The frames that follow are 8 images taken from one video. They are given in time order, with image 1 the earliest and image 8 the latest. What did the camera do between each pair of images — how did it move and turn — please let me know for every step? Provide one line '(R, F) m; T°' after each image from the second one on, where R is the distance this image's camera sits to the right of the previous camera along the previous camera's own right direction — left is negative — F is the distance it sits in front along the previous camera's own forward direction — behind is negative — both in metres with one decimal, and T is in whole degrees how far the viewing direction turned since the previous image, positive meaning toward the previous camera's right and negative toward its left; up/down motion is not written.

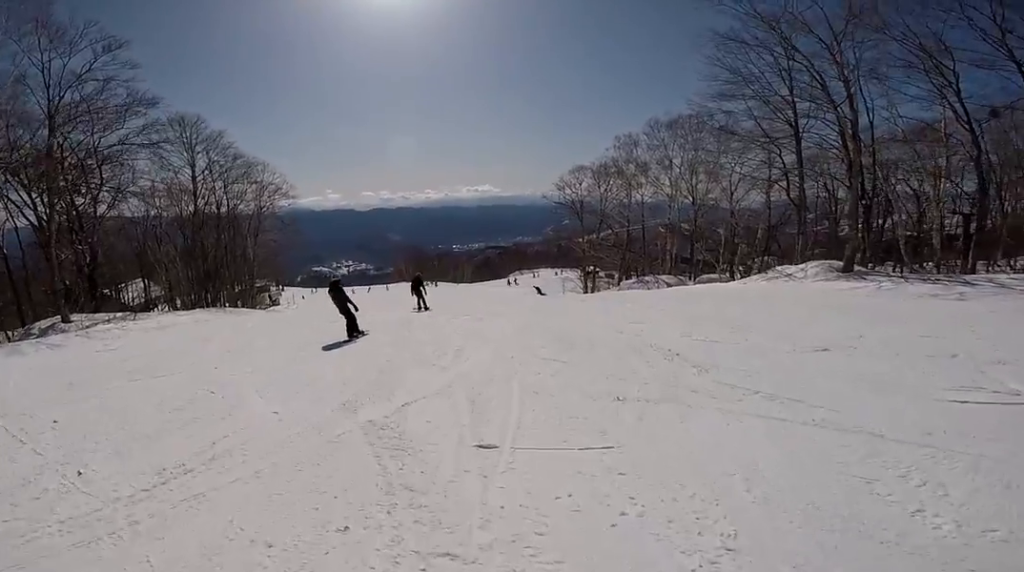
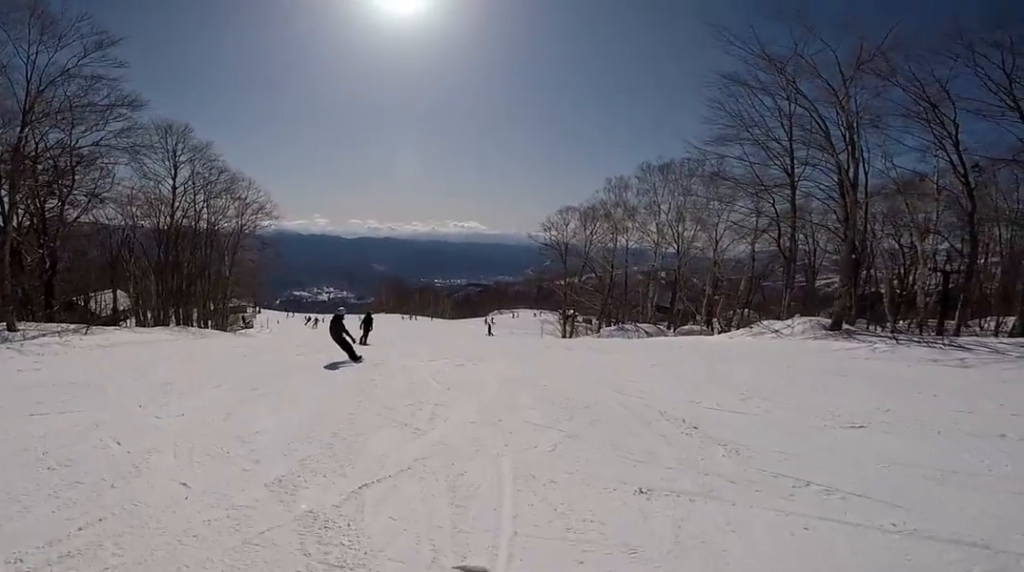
(-0.3, +1.1) m; +4°
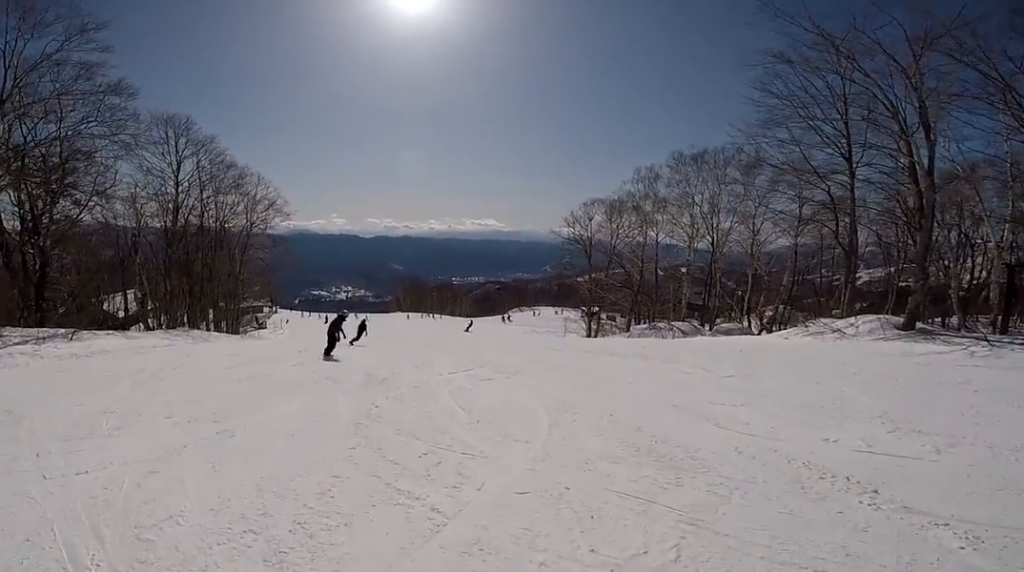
(+1.0, +2.3) m; +12°
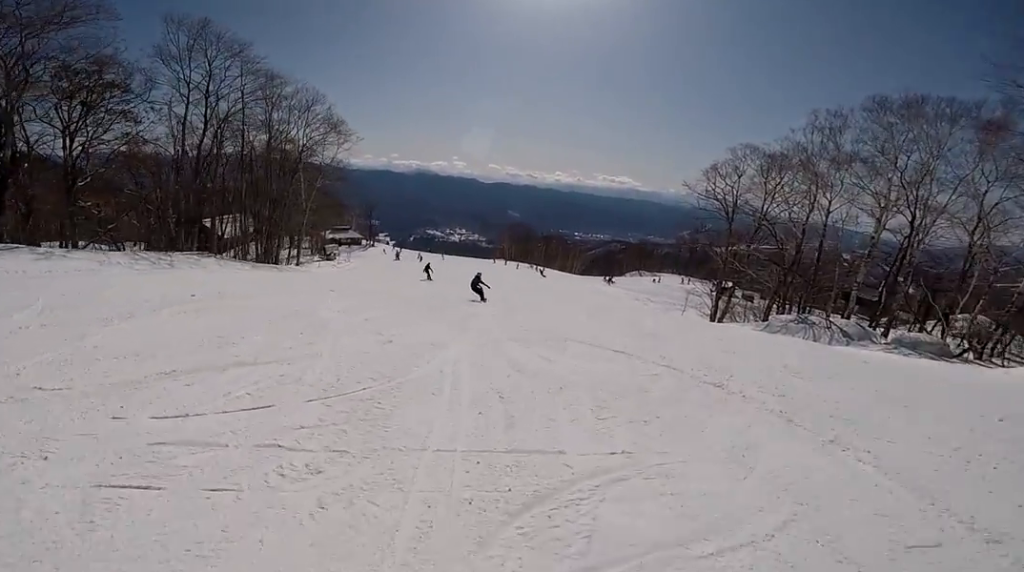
(-1.2, +9.0) m; -38°
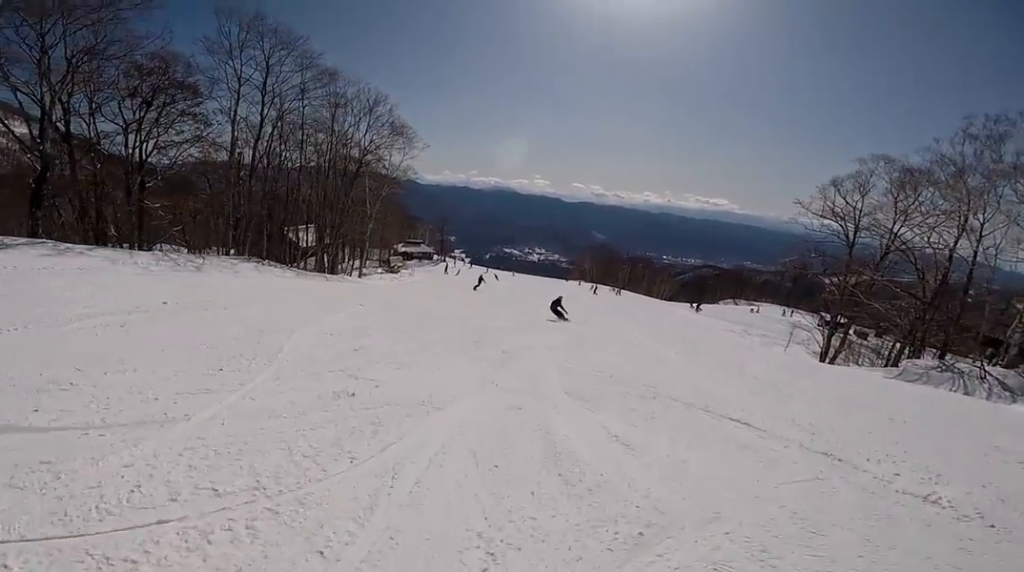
(-1.1, +3.1) m; -11°
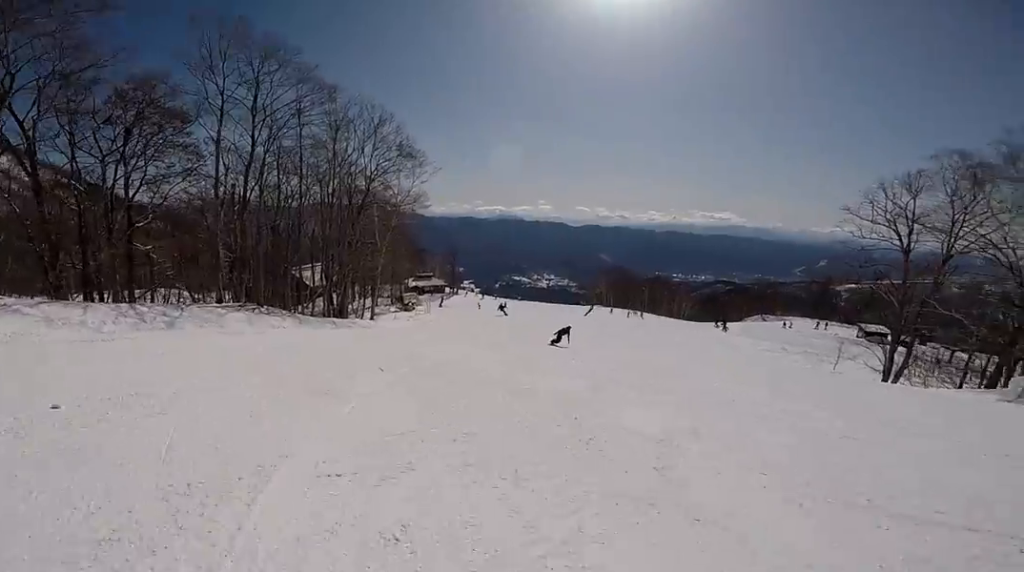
(-0.4, +4.6) m; +9°
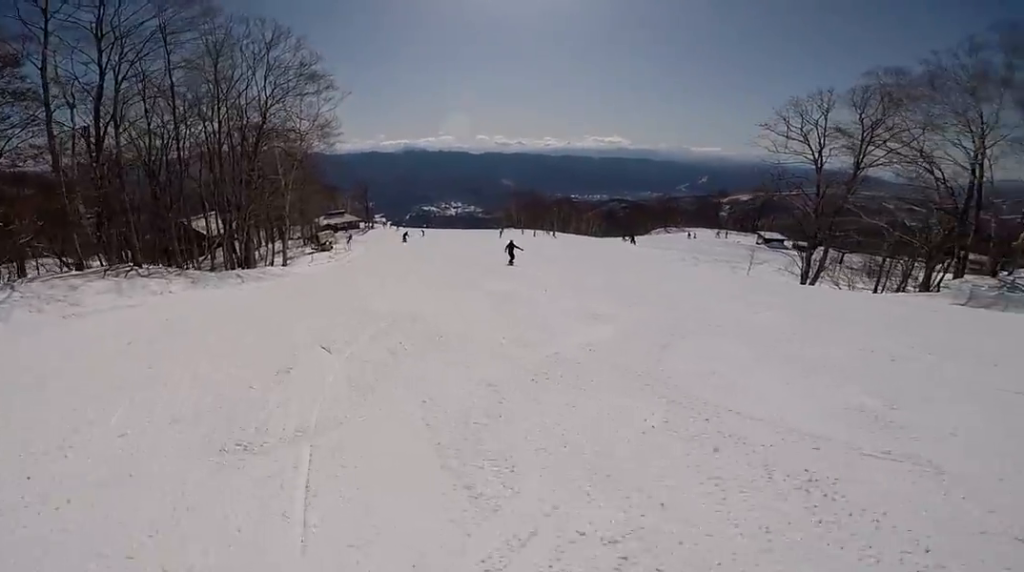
(+0.5, +3.9) m; +20°
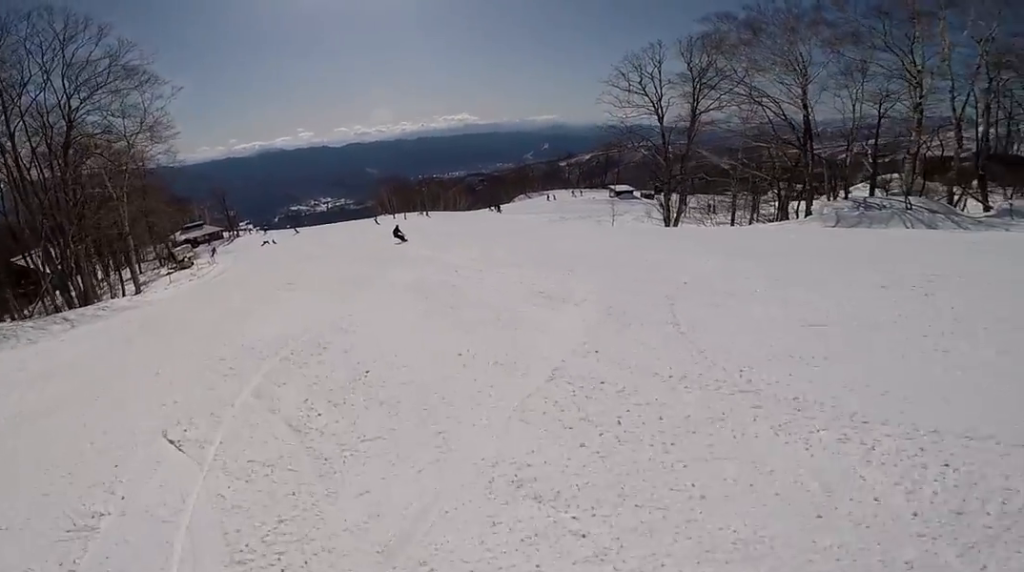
(+0.8, +2.7) m; +5°
